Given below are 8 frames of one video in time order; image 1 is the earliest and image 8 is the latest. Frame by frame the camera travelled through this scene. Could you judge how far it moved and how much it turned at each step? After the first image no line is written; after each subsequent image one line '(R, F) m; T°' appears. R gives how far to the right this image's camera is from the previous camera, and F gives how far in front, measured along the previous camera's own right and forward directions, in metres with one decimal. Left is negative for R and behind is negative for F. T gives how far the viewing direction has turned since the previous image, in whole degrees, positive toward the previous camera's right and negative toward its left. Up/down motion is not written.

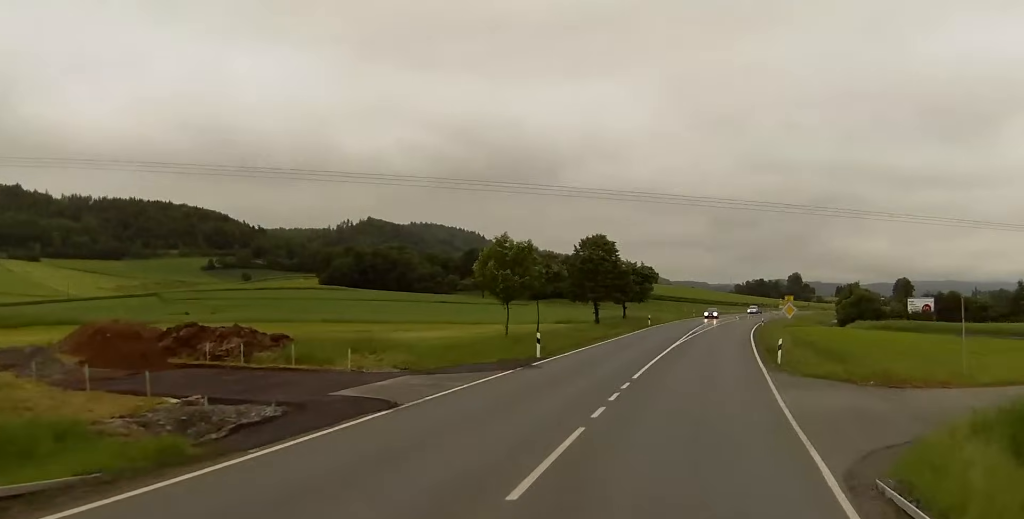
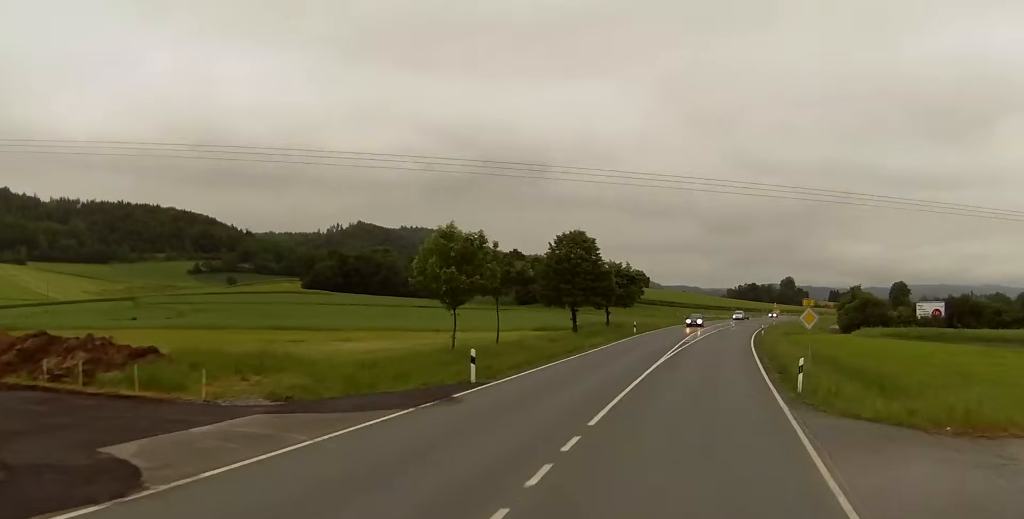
(0.0, +9.3) m; 0°
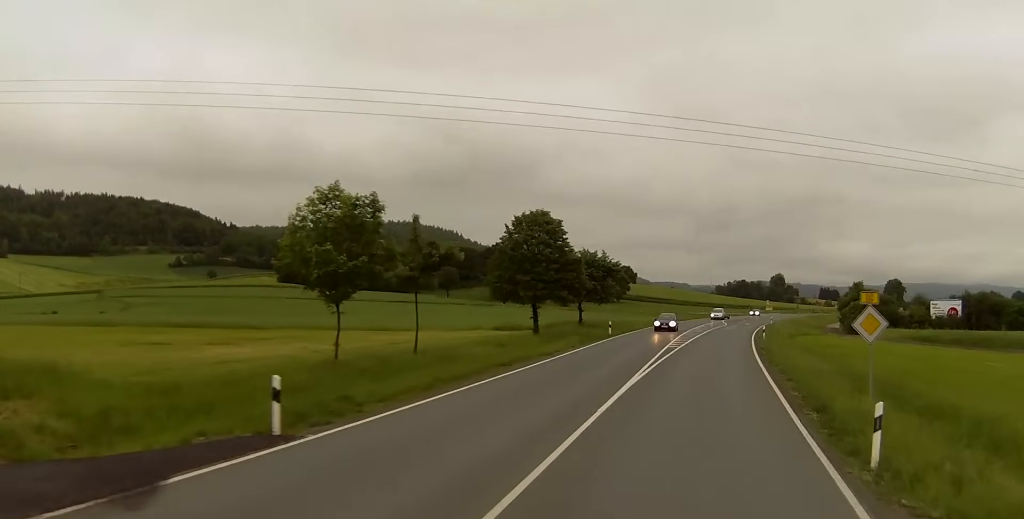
(0.0, +12.3) m; 0°
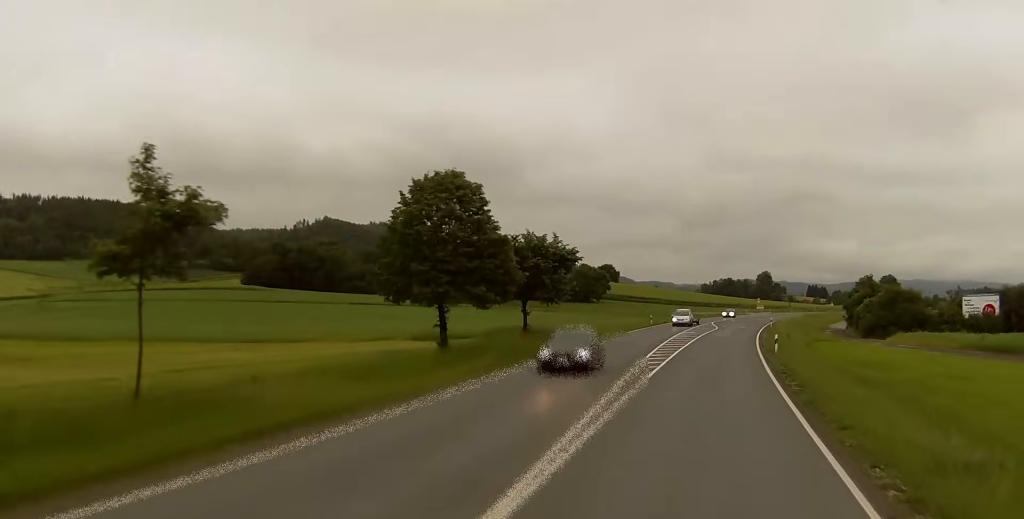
(0.0, +18.1) m; 0°
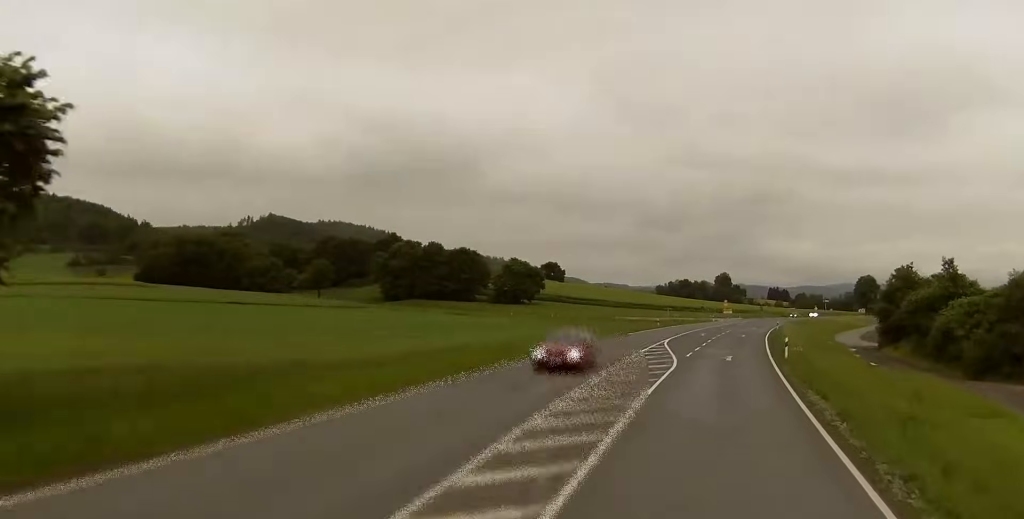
(0.0, +45.0) m; +2°
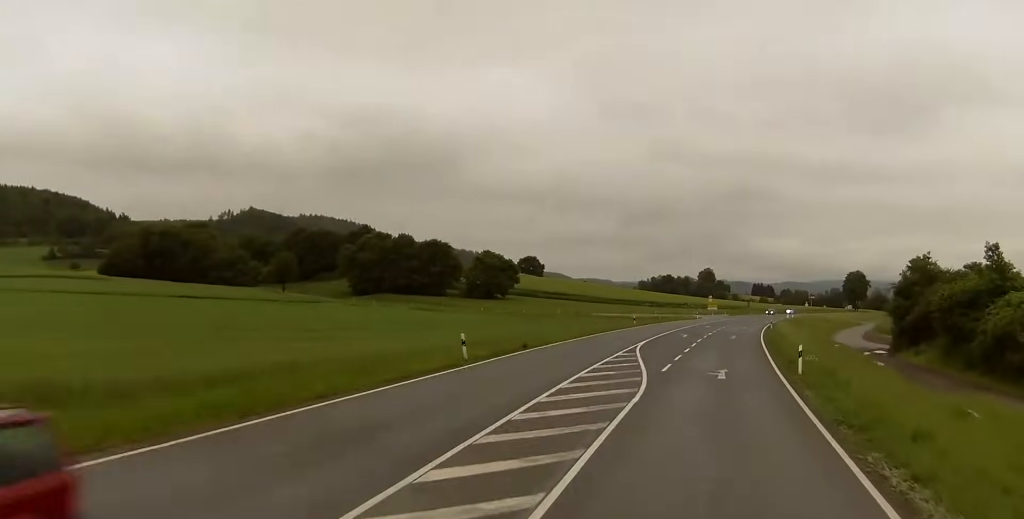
(+0.2, +11.7) m; +2°
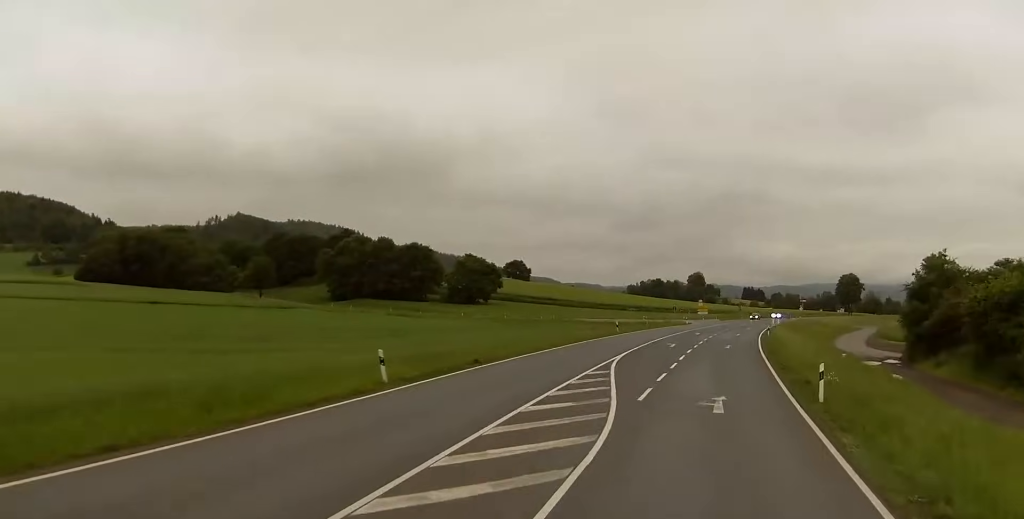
(+0.1, +7.6) m; +2°
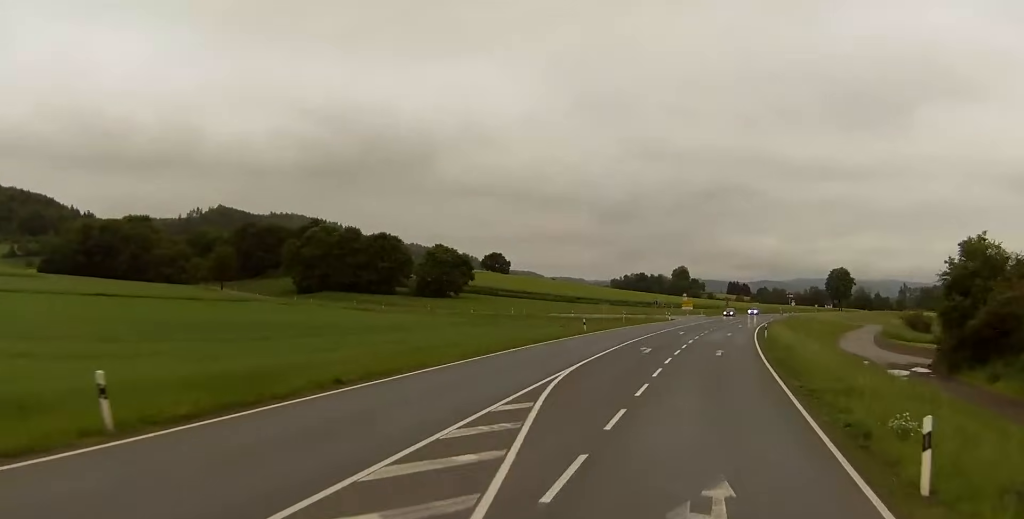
(+0.3, +12.4) m; +1°
